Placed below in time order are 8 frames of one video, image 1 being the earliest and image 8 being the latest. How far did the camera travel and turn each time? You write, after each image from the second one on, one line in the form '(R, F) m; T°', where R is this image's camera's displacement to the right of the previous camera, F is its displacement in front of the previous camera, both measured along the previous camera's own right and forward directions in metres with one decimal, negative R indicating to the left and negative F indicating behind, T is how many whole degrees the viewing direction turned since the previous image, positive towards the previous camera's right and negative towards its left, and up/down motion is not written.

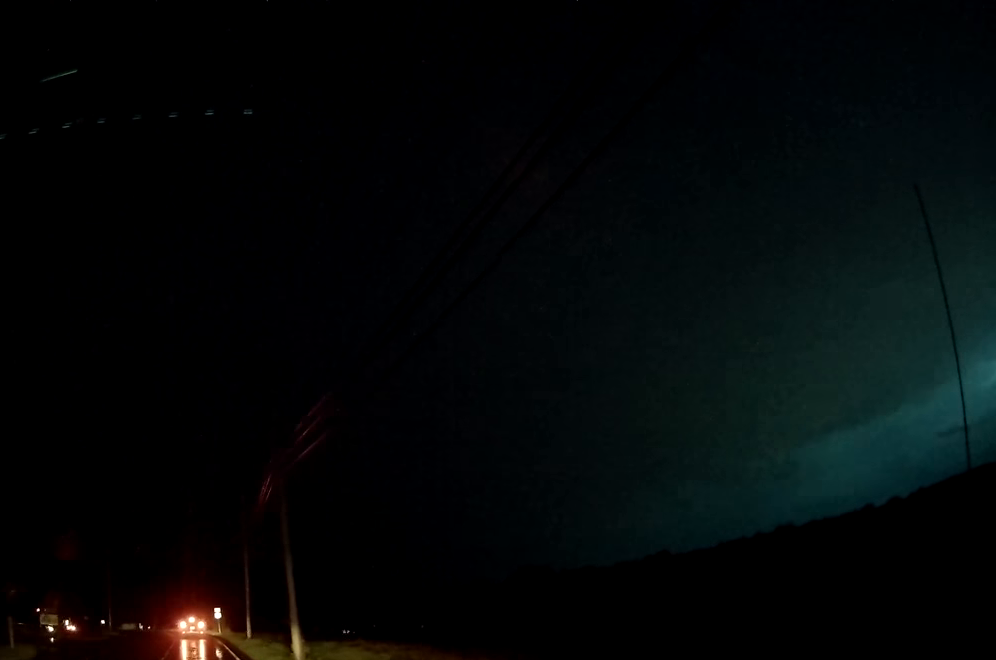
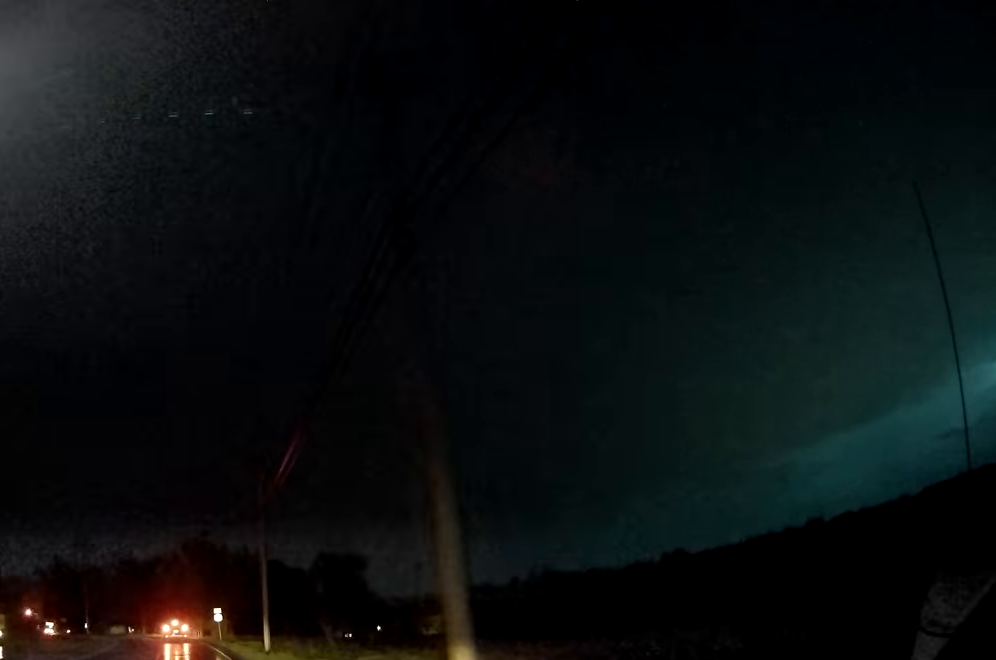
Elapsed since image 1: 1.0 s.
(+0.2, +16.7) m; 0°
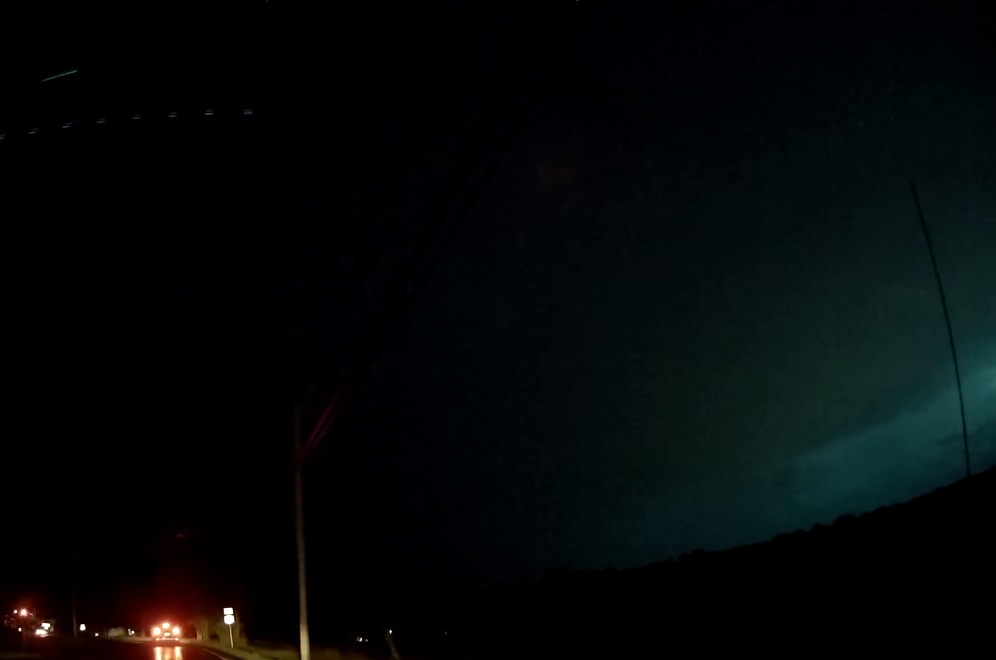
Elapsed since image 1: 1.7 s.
(0.0, +11.2) m; 0°
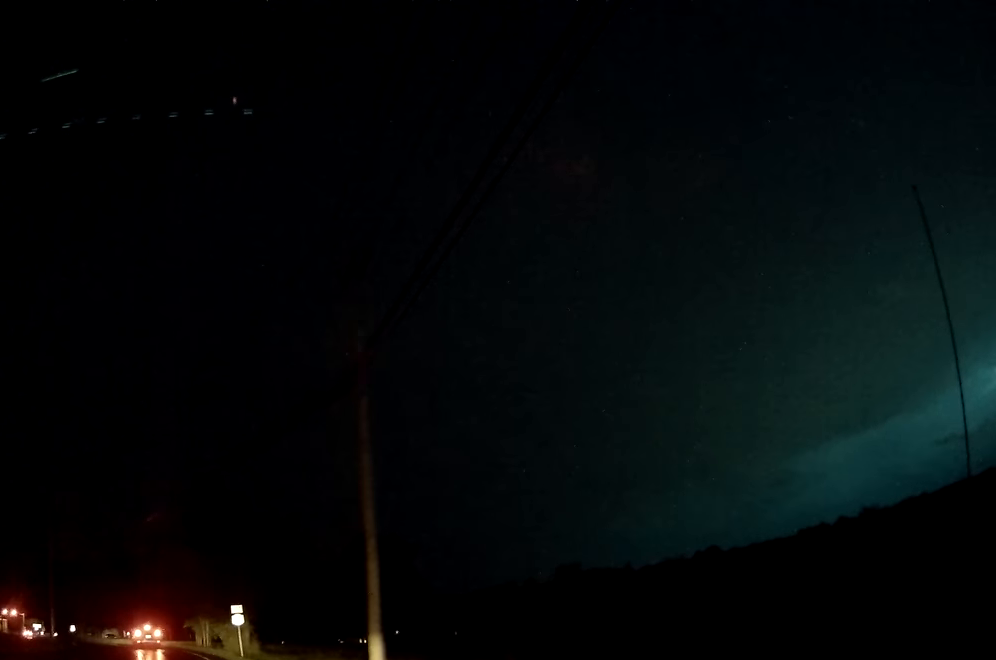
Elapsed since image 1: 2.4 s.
(-0.1, +10.9) m; 0°
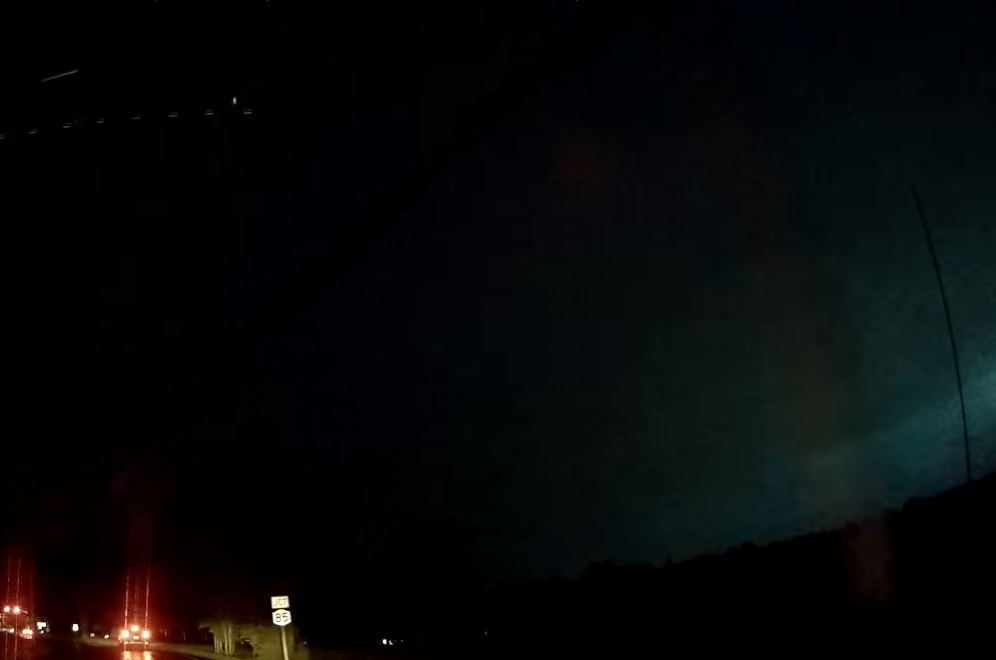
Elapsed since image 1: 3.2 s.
(-0.1, +12.5) m; 0°
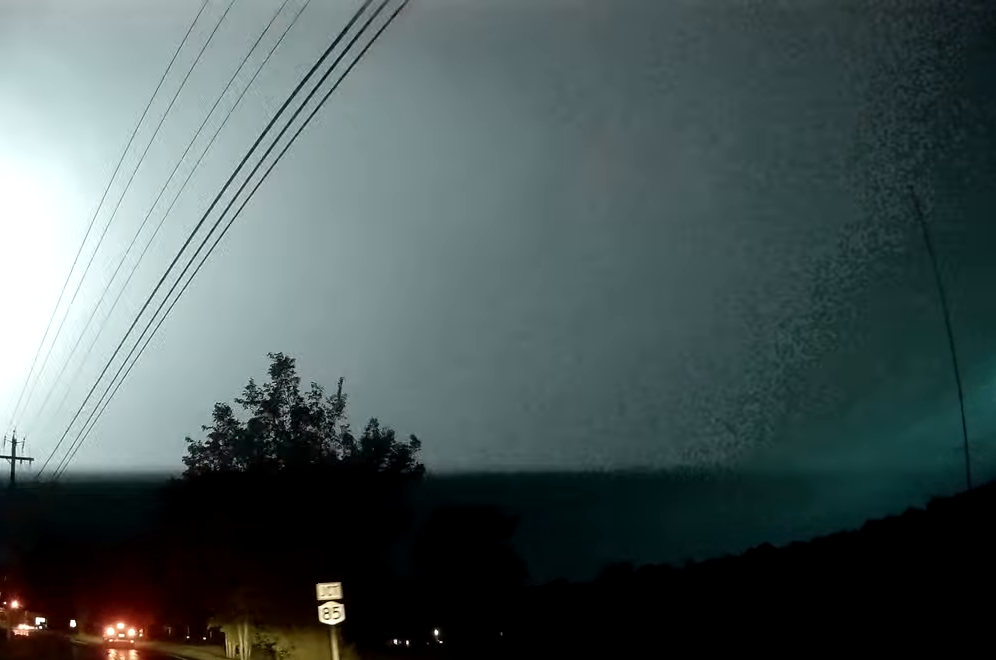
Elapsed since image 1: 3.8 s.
(0.0, +7.6) m; 0°
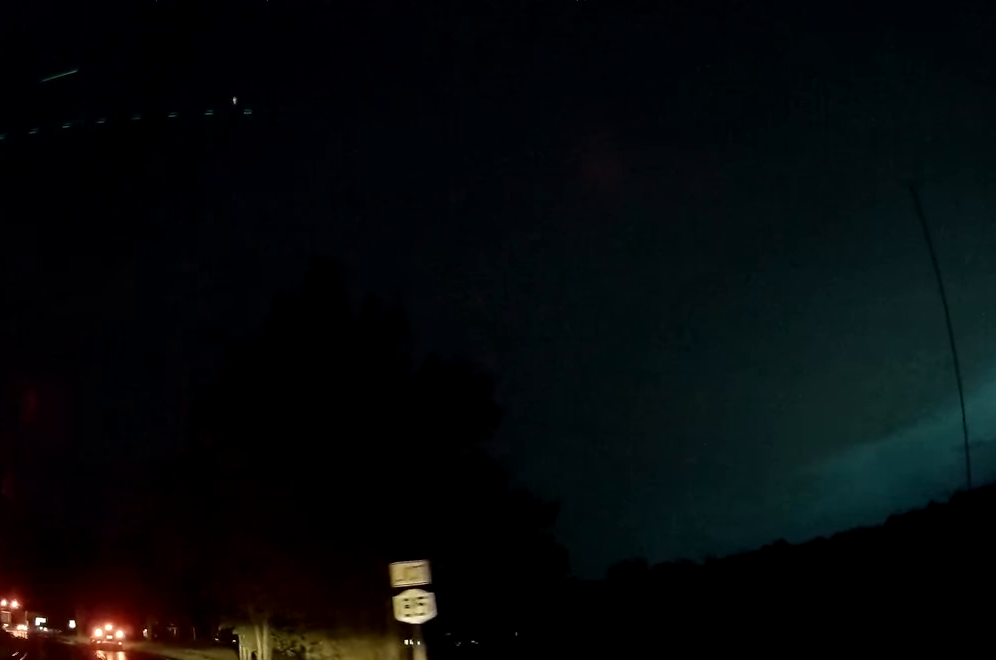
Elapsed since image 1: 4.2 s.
(0.0, +6.1) m; 0°
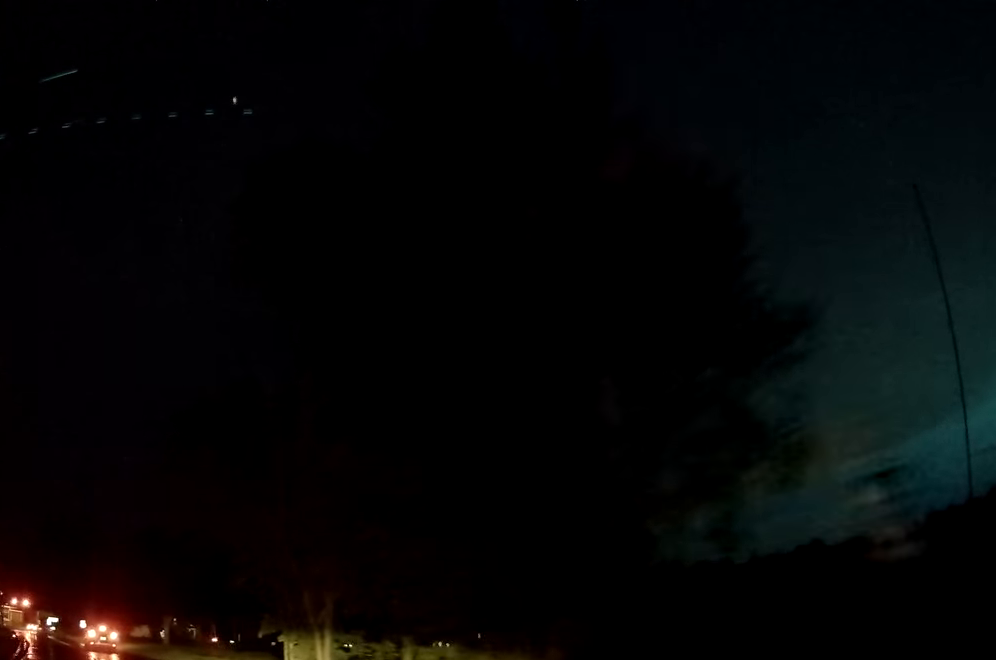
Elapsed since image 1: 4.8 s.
(-0.1, +8.4) m; -2°
